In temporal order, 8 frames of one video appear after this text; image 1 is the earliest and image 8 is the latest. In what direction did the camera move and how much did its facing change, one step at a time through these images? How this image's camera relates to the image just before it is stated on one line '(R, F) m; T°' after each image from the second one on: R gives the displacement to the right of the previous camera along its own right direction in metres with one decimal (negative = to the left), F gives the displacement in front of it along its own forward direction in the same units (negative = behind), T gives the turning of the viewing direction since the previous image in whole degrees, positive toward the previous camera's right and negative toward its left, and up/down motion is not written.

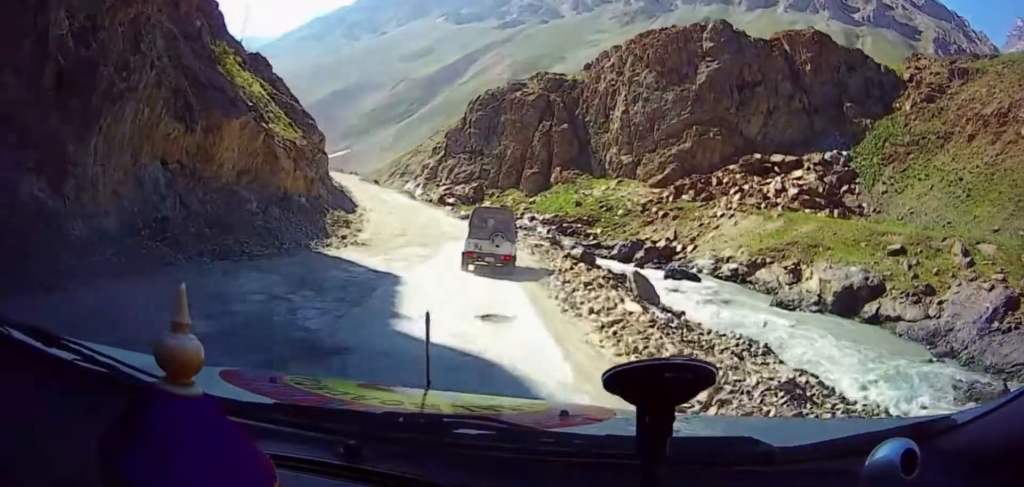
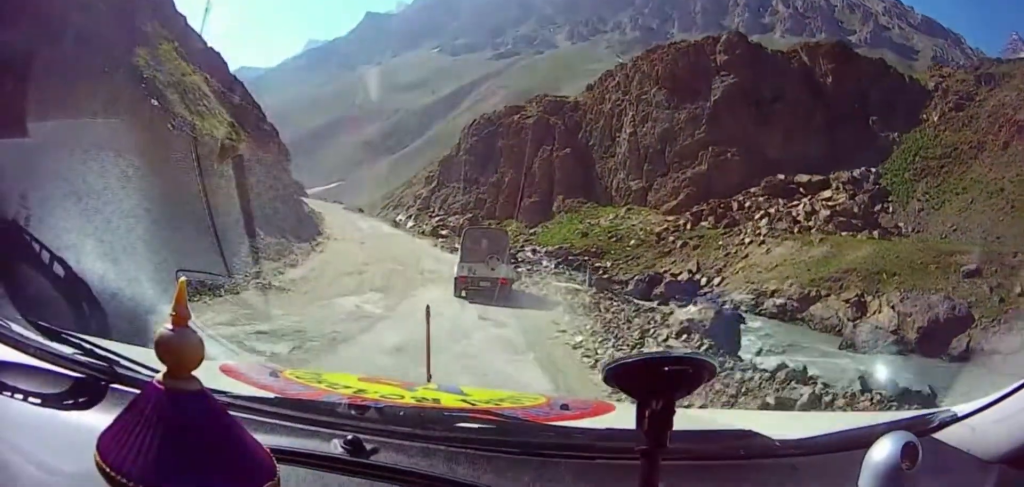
(0.0, +8.8) m; 0°
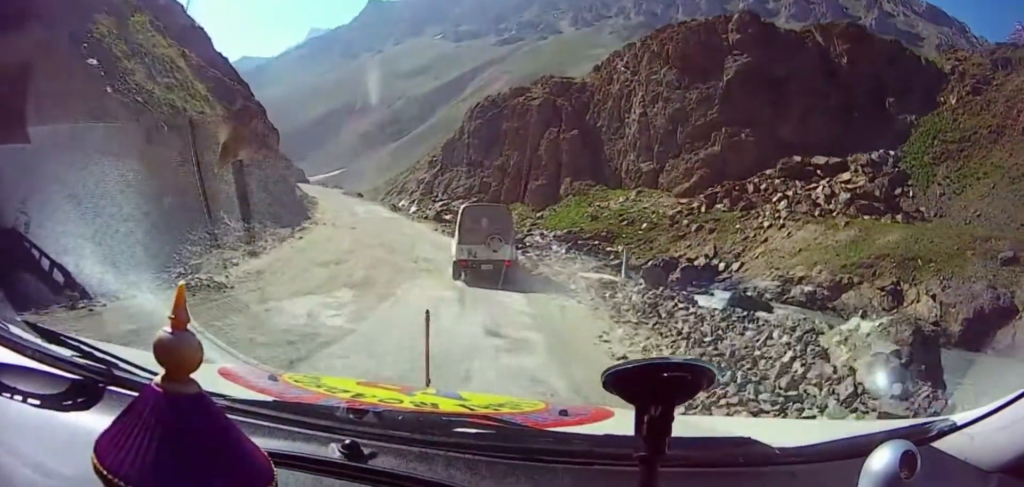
(0.0, +3.1) m; 0°
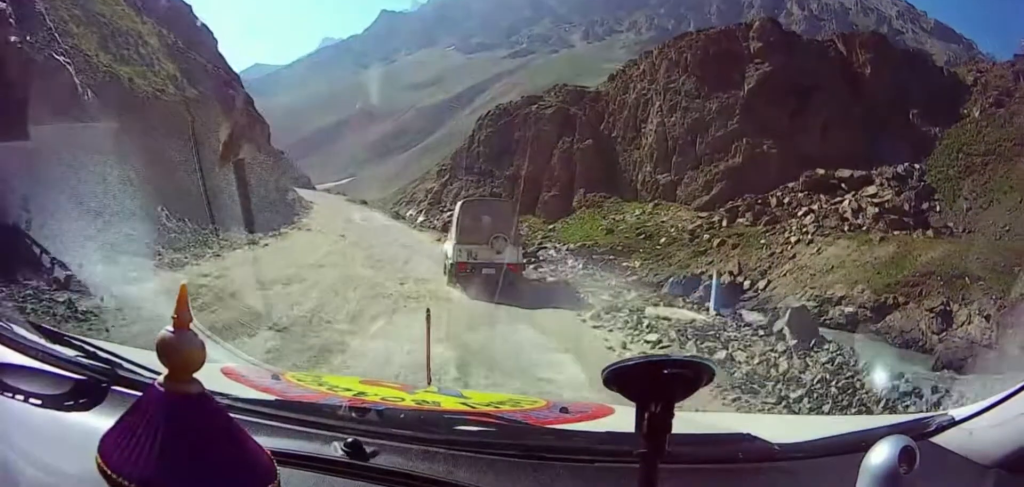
(0.0, +3.9) m; 0°
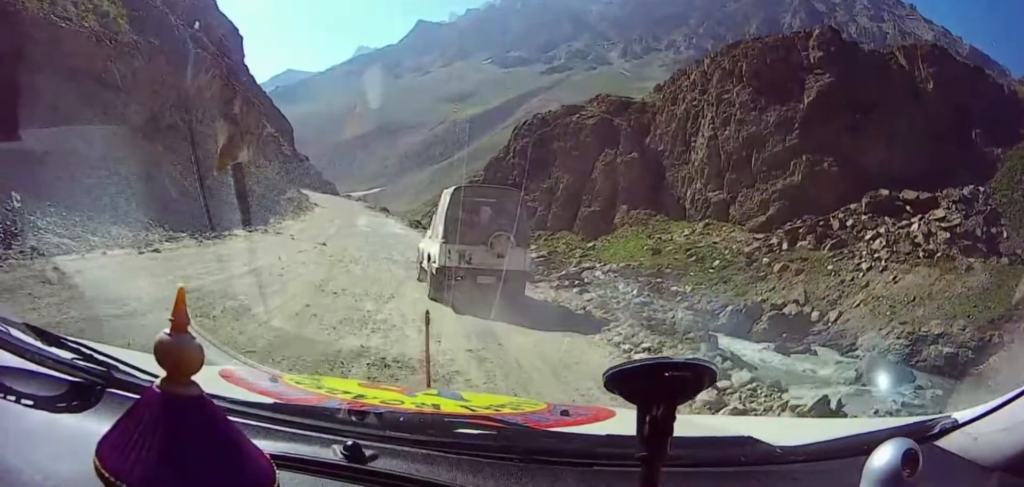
(0.0, +7.1) m; 0°
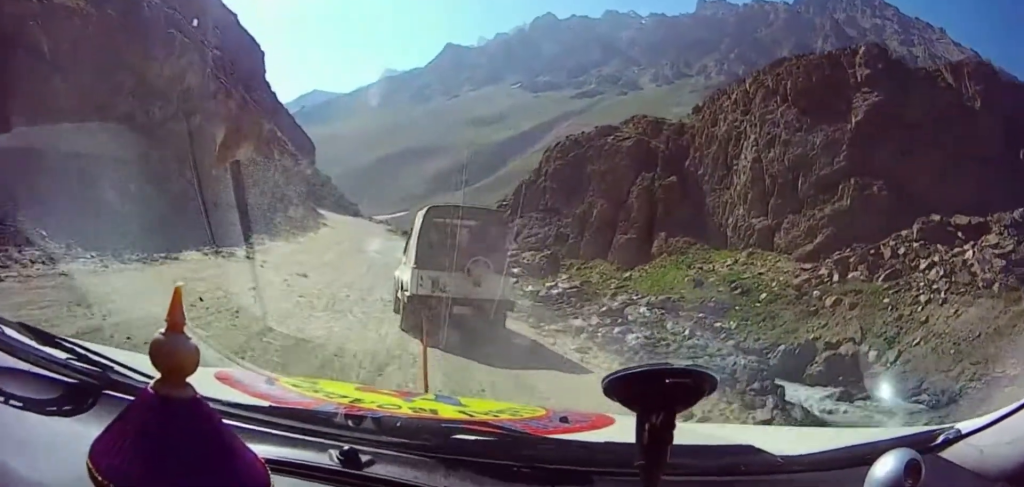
(0.0, +5.2) m; 0°
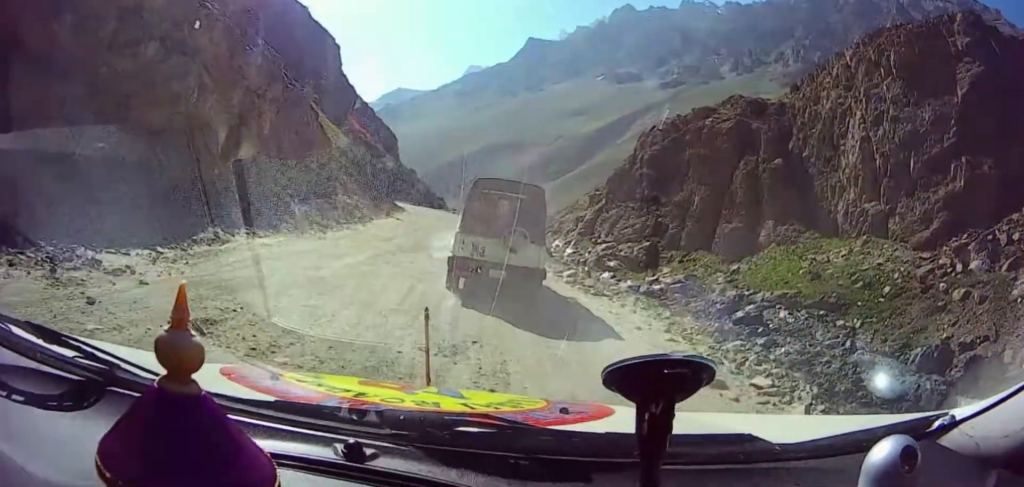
(0.0, +9.8) m; -3°
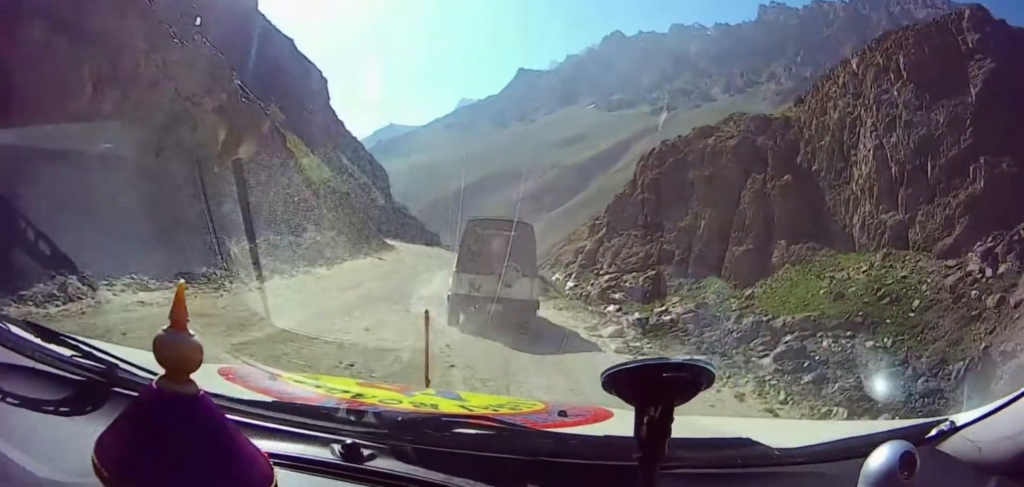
(-0.2, +4.3) m; -4°
